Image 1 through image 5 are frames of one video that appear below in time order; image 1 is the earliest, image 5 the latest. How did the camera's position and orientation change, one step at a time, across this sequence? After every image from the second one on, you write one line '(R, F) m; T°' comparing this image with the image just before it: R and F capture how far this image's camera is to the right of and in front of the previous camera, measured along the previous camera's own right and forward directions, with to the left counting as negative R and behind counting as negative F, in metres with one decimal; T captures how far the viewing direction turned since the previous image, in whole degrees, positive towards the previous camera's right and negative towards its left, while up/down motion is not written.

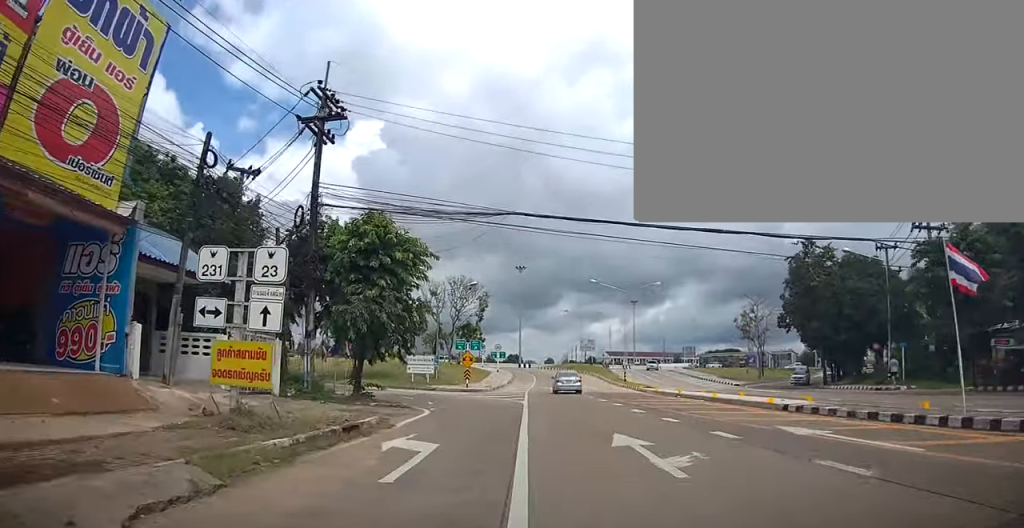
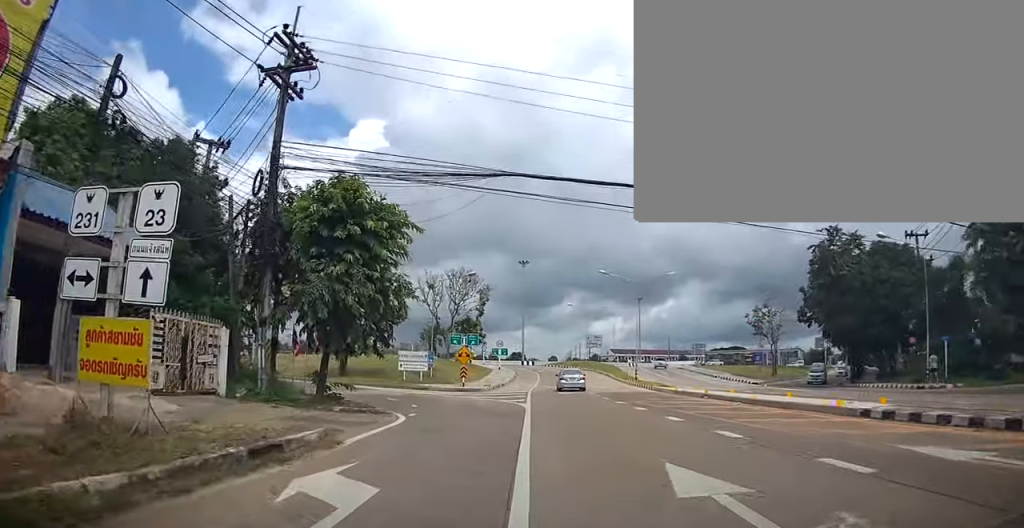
(+0.2, +3.9) m; +1°
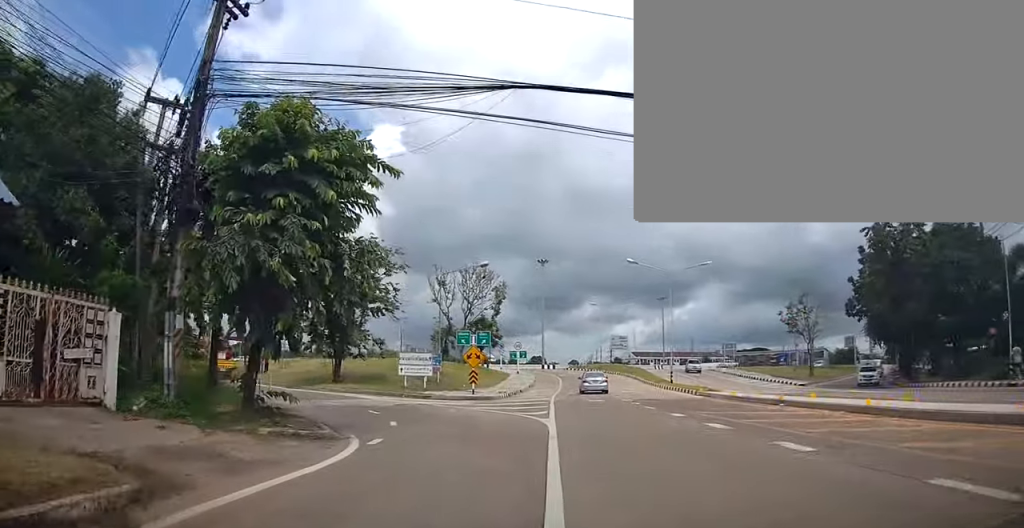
(+0.2, +5.9) m; +2°
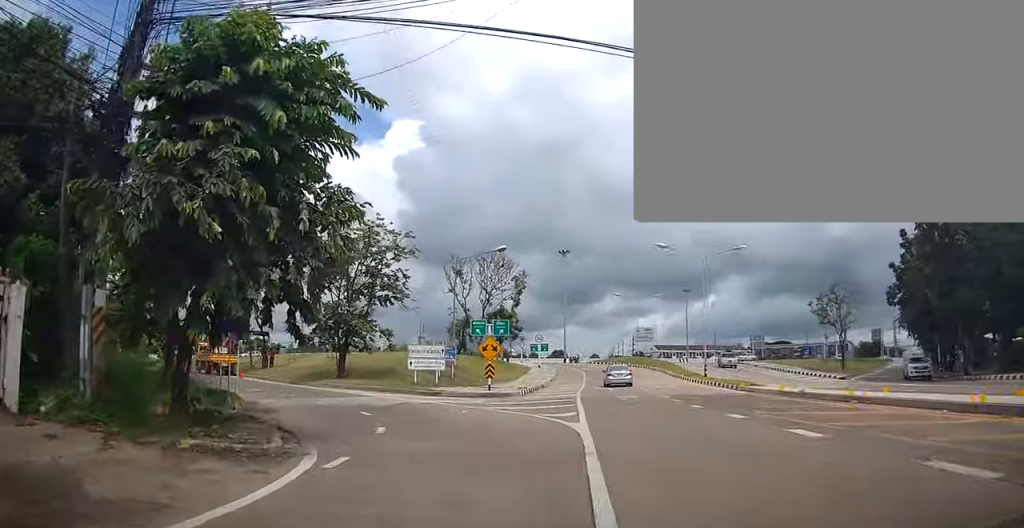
(0.0, +3.4) m; 0°
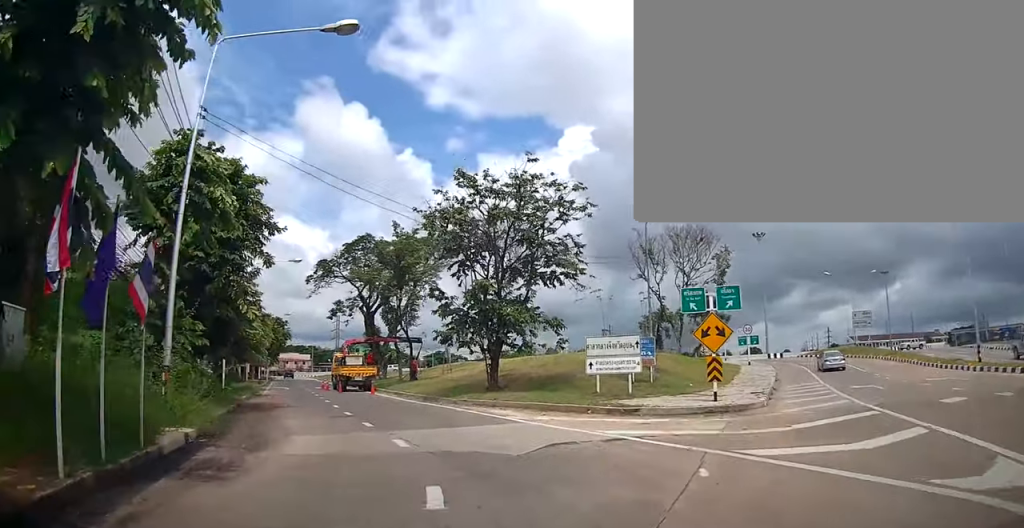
(-0.4, +11.9) m; -8°
